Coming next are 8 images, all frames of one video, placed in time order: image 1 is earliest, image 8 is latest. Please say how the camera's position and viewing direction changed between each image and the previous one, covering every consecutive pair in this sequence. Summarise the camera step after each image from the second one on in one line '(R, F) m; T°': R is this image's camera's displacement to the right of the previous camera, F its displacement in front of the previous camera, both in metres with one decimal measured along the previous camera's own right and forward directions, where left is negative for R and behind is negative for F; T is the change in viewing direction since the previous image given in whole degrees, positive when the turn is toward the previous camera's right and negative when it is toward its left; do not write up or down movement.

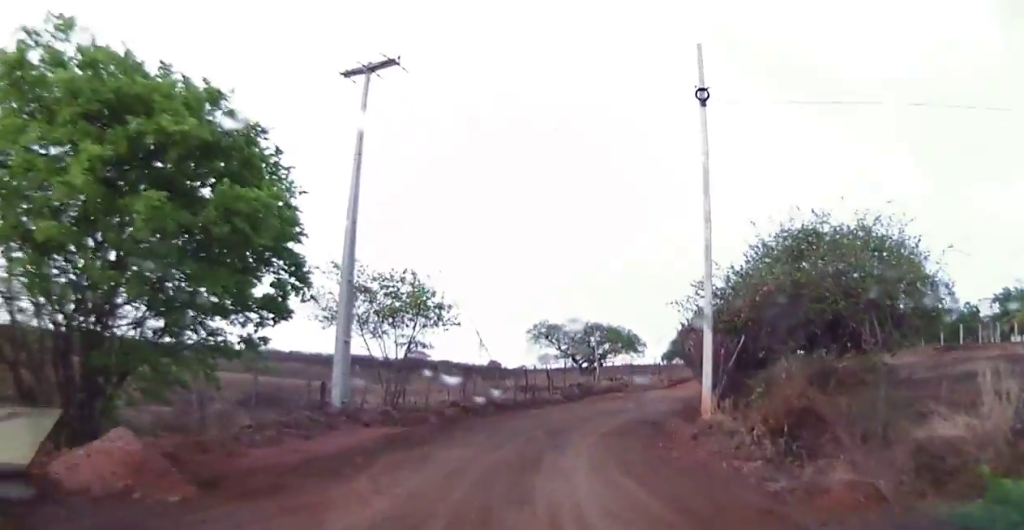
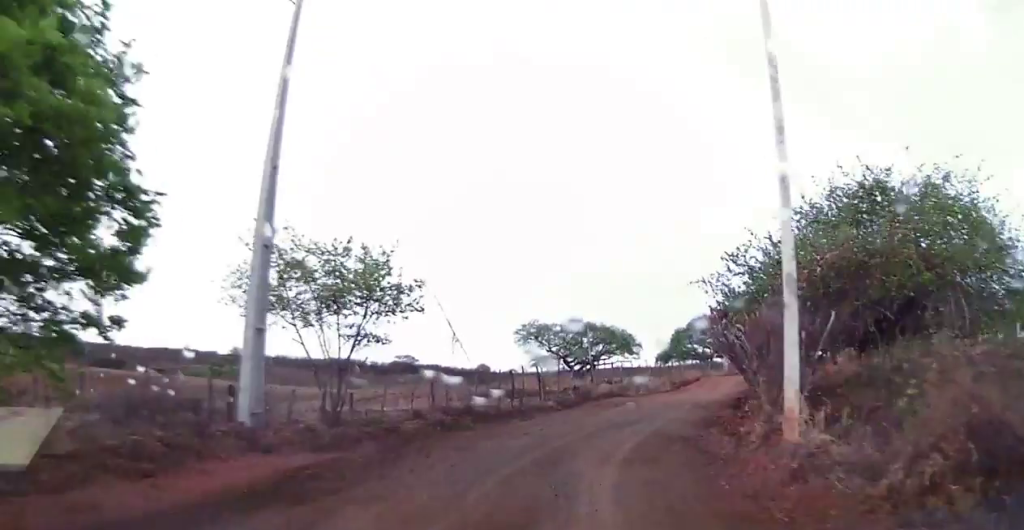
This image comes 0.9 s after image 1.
(0.0, +5.2) m; +3°
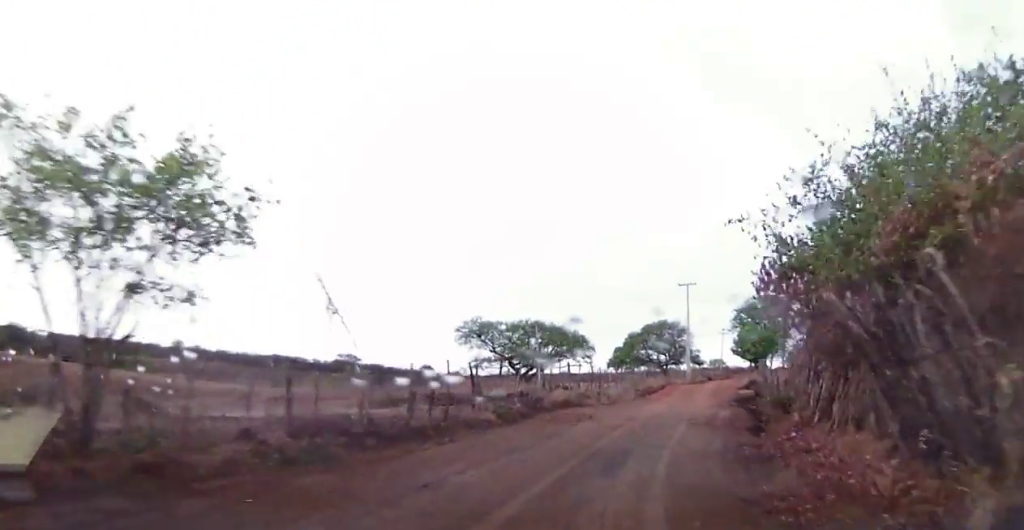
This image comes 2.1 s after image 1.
(+0.4, +7.2) m; +9°
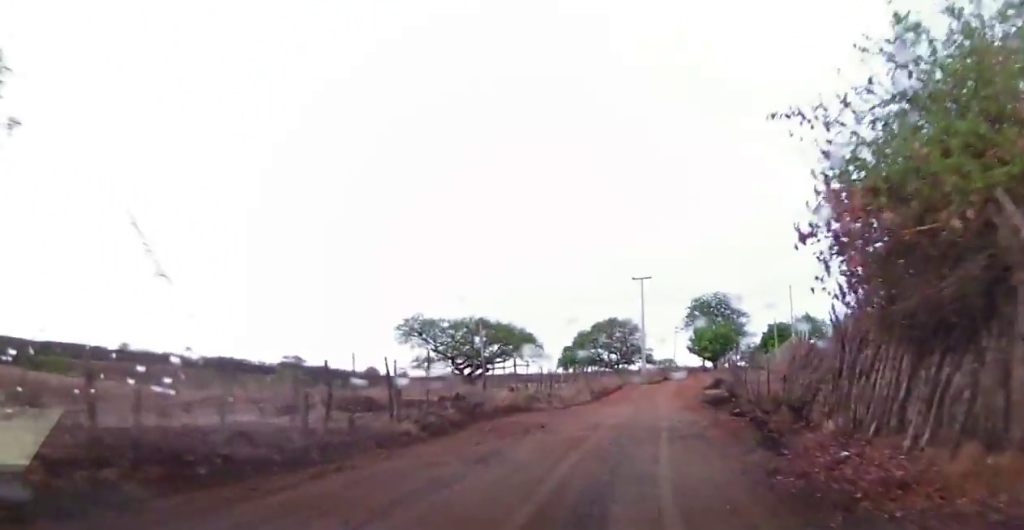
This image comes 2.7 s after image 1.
(+0.3, +4.0) m; +4°
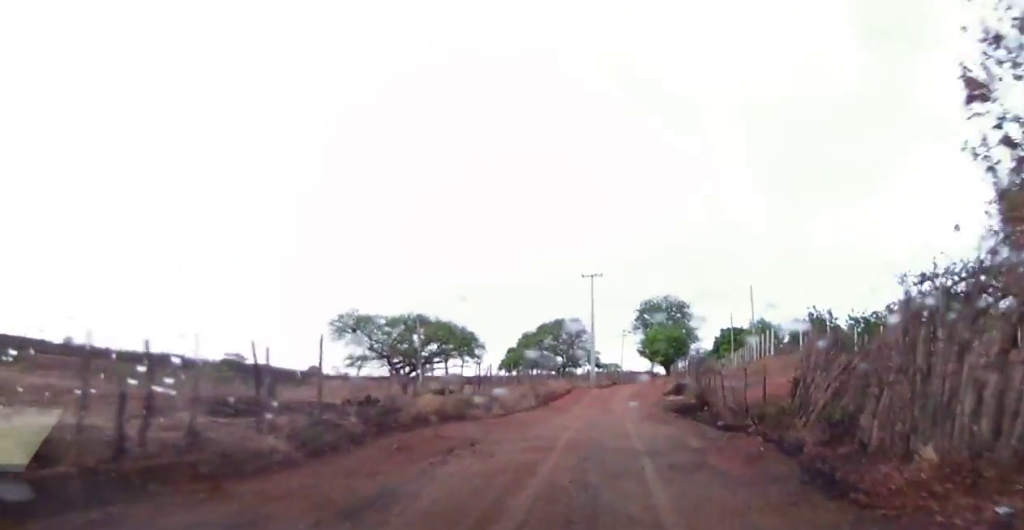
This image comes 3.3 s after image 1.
(+0.2, +4.3) m; +3°
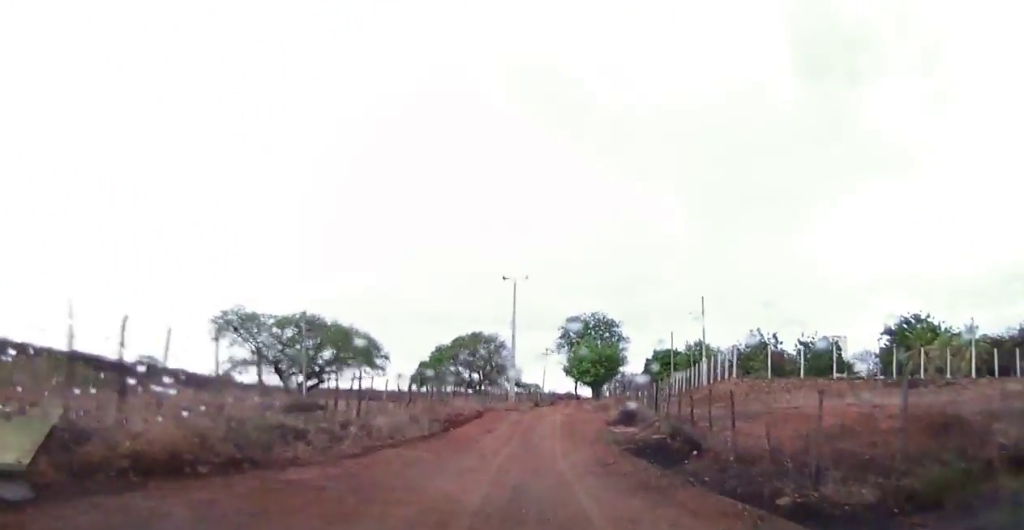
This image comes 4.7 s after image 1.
(+0.2, +9.9) m; +2°
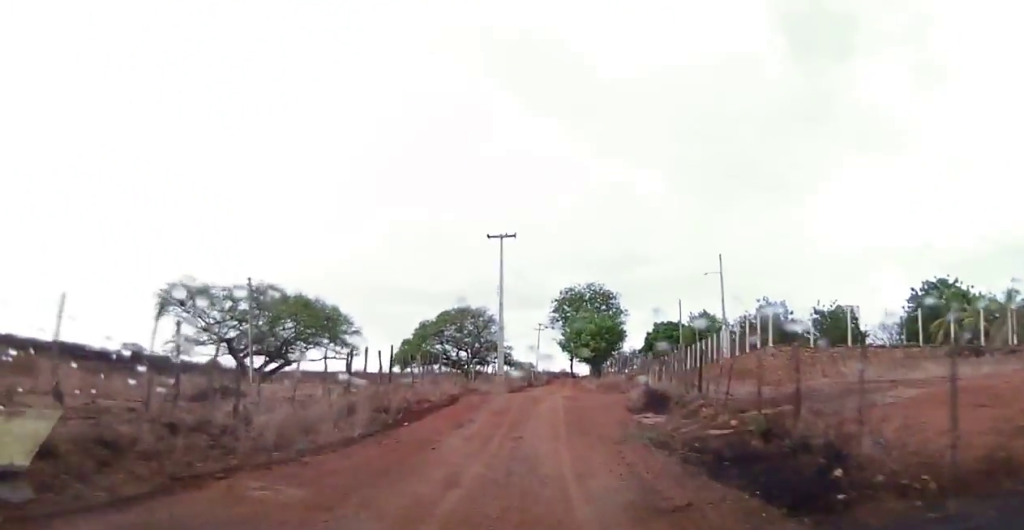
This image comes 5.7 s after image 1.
(+0.2, +7.7) m; +4°
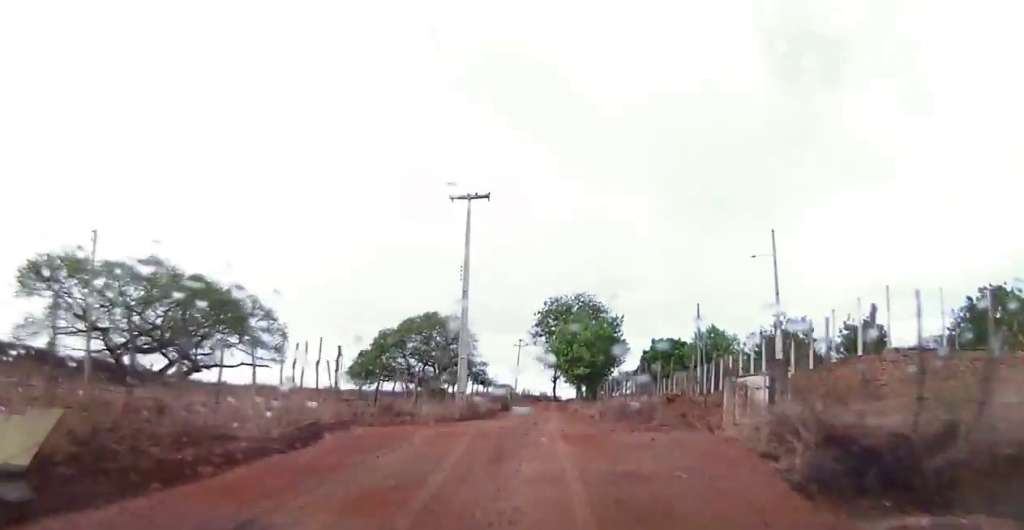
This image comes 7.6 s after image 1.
(+0.1, +14.4) m; -1°
